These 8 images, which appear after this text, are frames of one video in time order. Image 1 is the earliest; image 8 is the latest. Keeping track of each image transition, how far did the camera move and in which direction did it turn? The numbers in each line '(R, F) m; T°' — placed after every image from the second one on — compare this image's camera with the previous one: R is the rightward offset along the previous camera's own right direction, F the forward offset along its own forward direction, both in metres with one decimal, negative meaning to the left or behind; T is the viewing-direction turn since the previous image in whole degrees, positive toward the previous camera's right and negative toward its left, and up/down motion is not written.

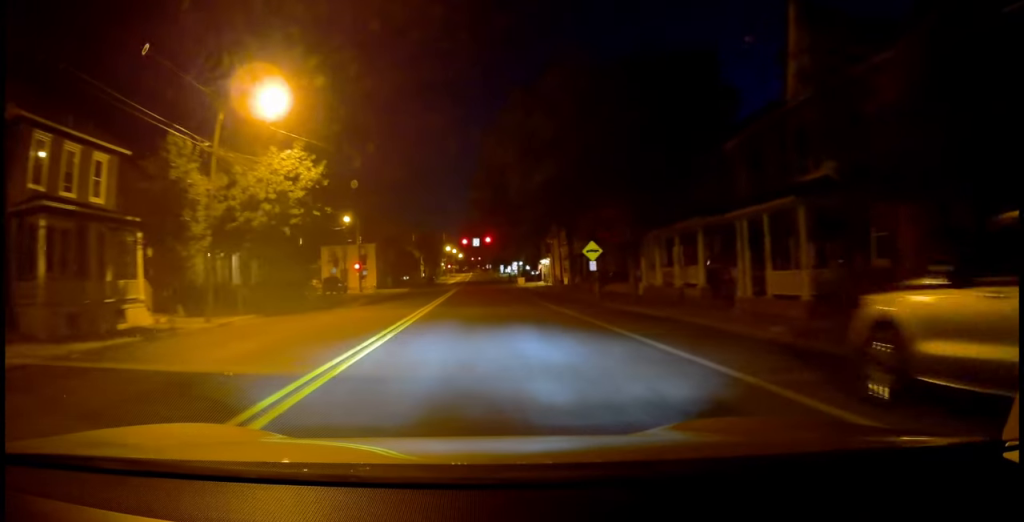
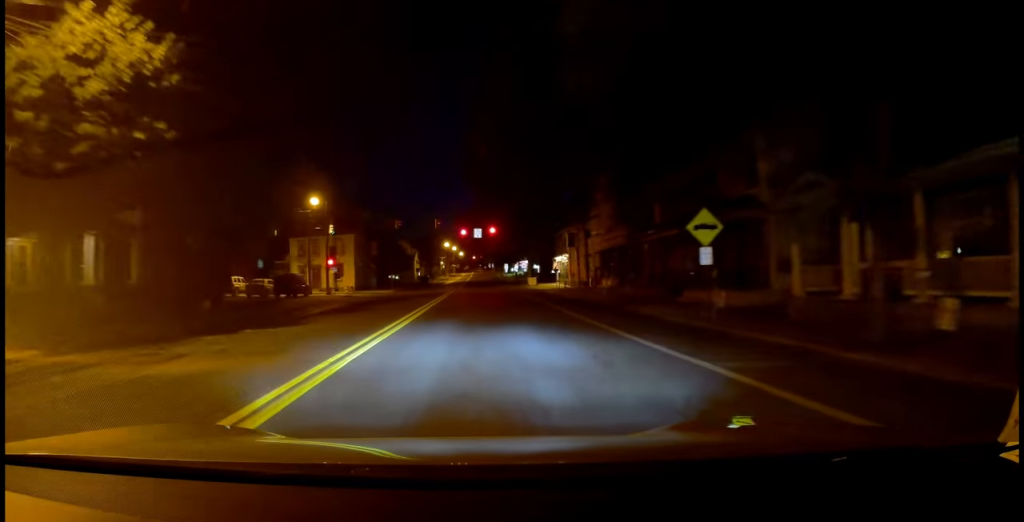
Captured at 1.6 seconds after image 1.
(+0.3, +16.0) m; +2°
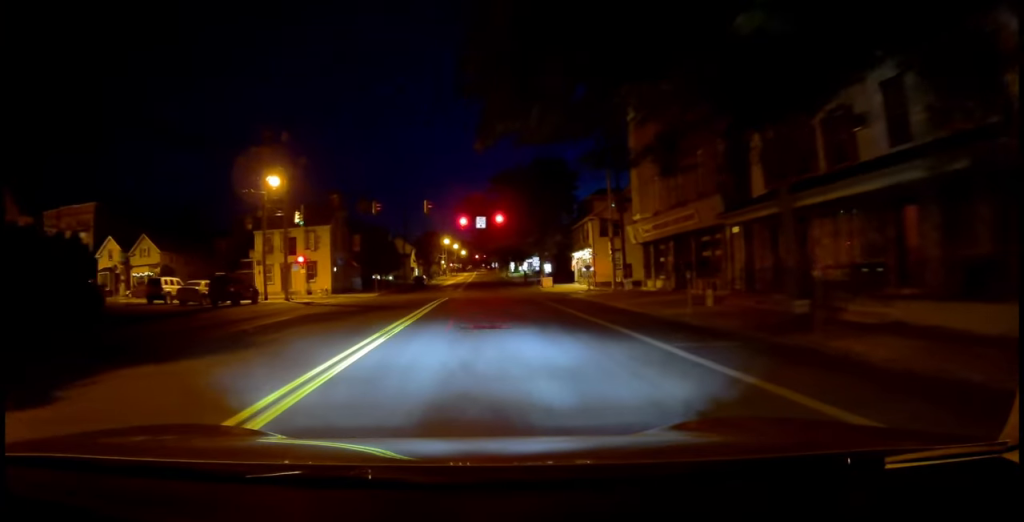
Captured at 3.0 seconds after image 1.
(0.0, +13.0) m; -2°
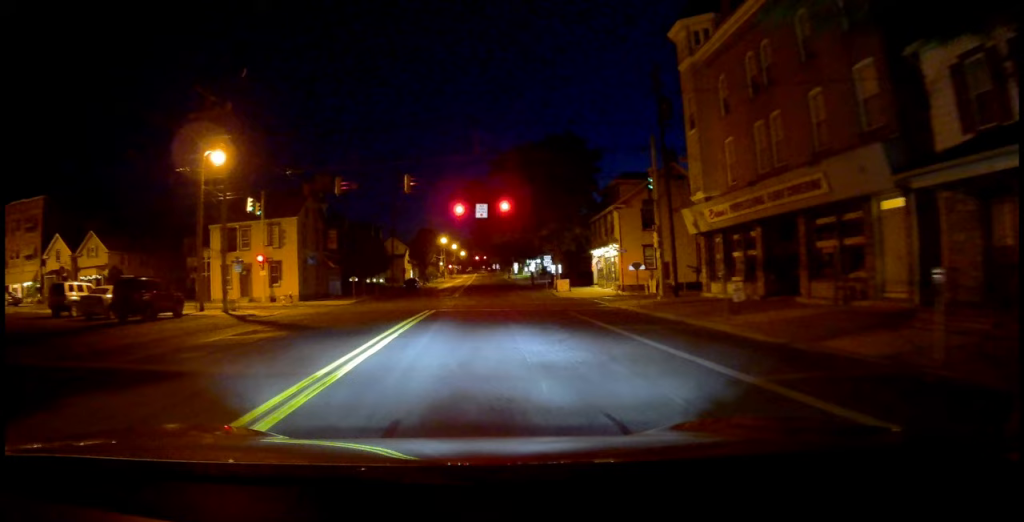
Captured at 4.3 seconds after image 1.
(-0.4, +11.1) m; -1°
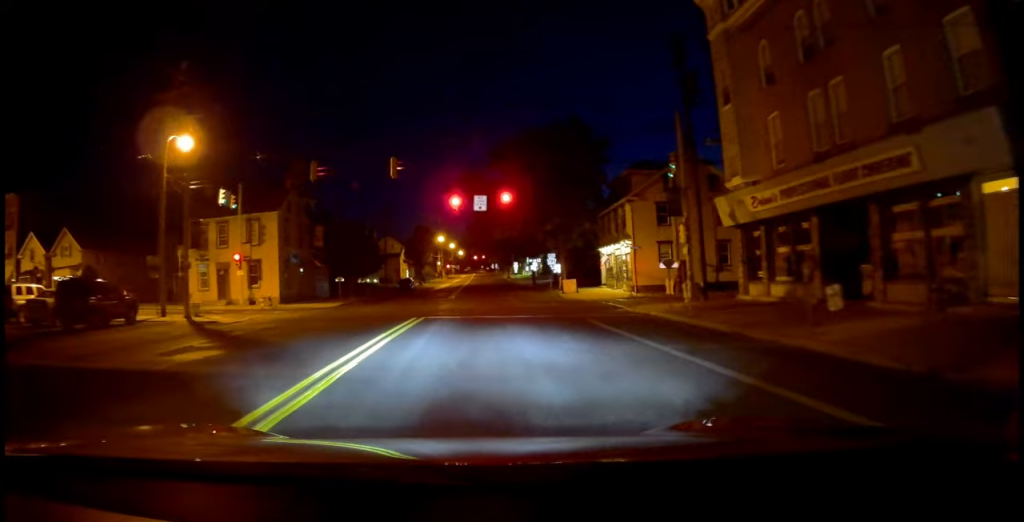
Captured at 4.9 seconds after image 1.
(+0.2, +4.3) m; +2°
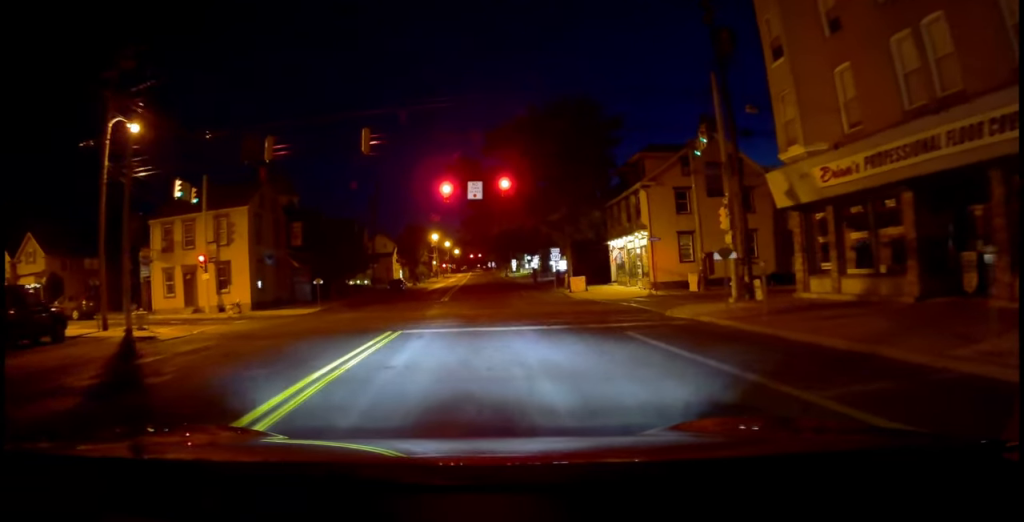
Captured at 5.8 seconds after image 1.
(+0.1, +5.7) m; +1°
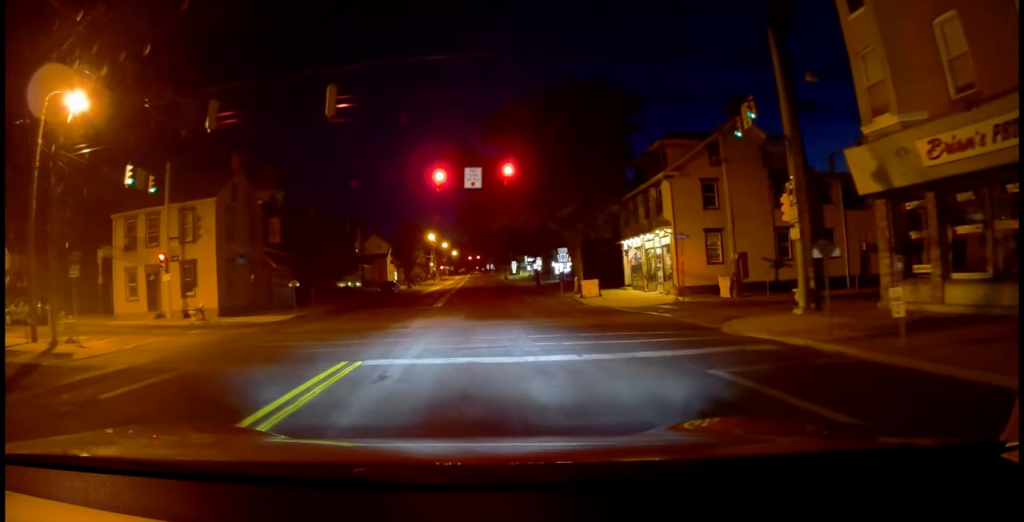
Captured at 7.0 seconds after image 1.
(0.0, +5.5) m; 0°
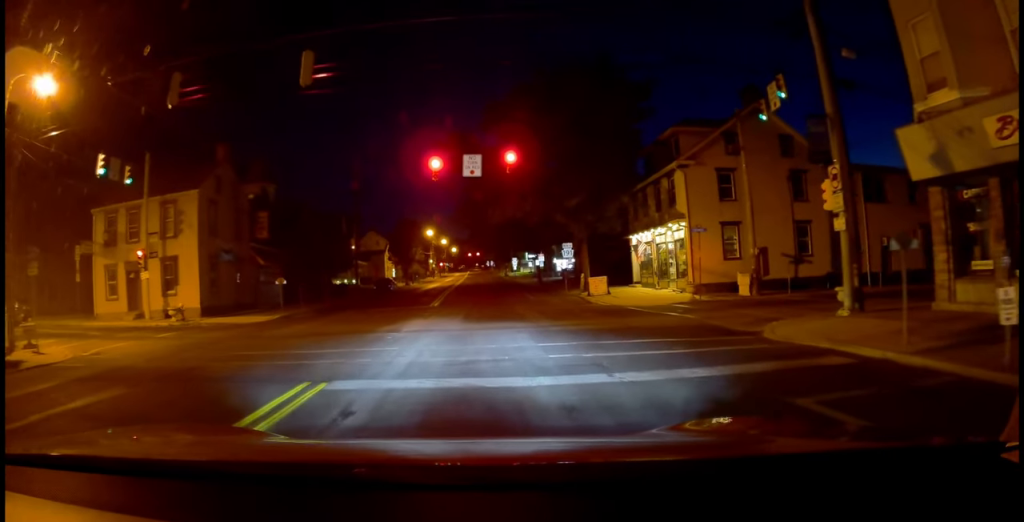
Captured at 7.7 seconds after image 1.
(0.0, +2.6) m; 0°
